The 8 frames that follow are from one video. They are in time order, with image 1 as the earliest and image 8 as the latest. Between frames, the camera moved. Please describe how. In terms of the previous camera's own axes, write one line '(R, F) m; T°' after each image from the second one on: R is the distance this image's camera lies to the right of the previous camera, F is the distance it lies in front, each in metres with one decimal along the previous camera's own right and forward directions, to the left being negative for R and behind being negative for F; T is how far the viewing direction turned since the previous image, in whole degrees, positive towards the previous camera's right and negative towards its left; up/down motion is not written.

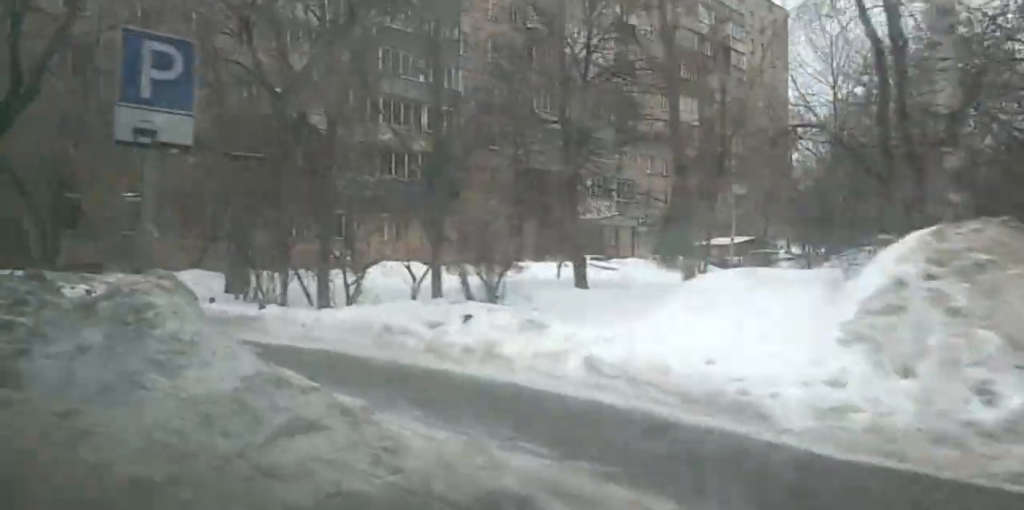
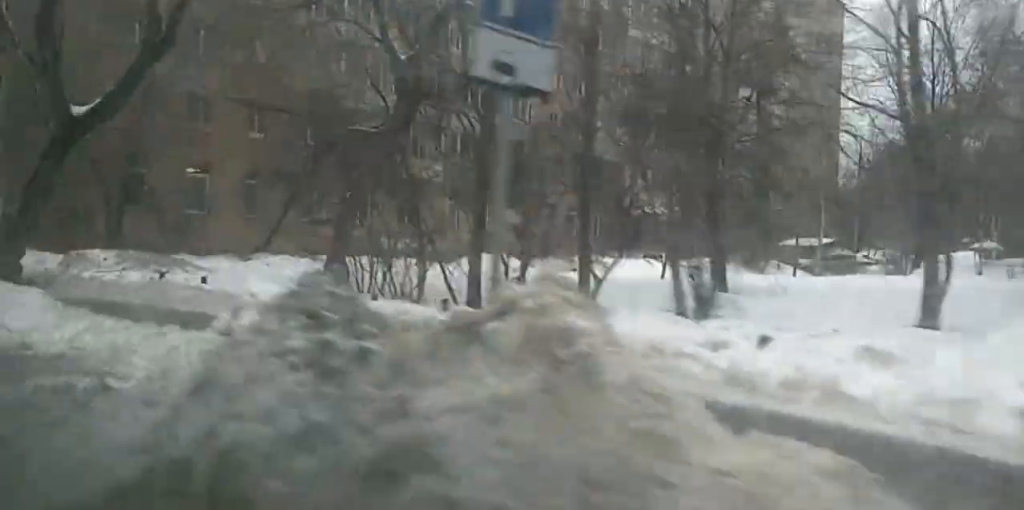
(0.0, +4.1) m; 0°
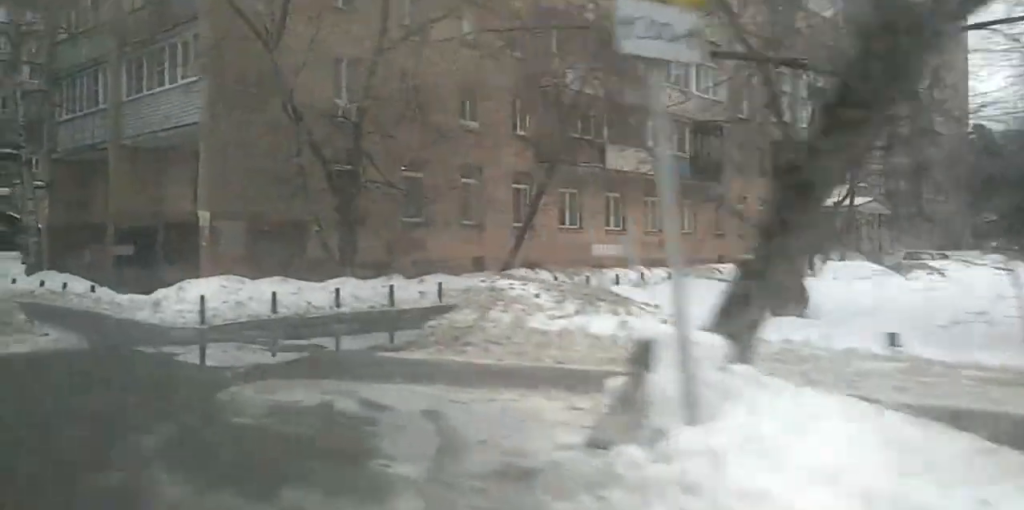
(0.0, +13.2) m; +1°
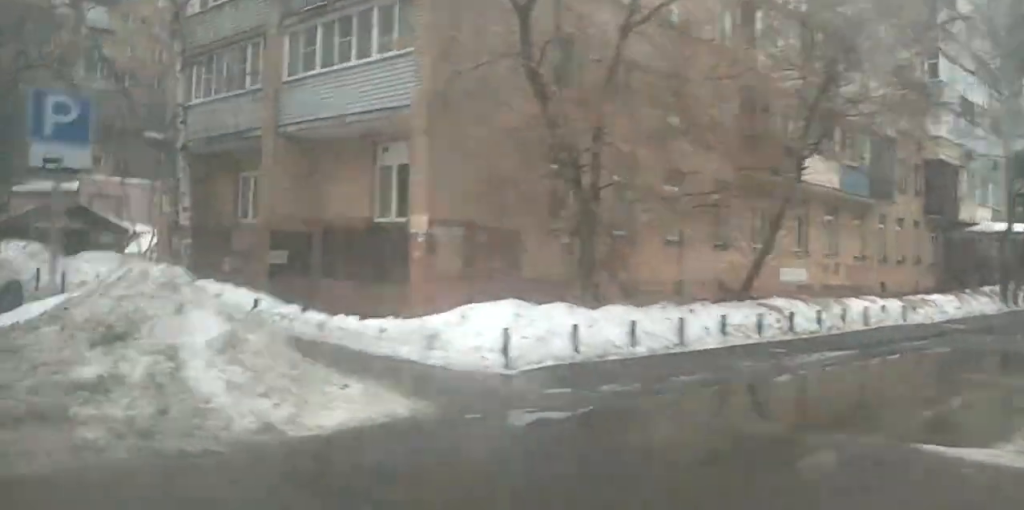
(+0.1, +7.3) m; +1°
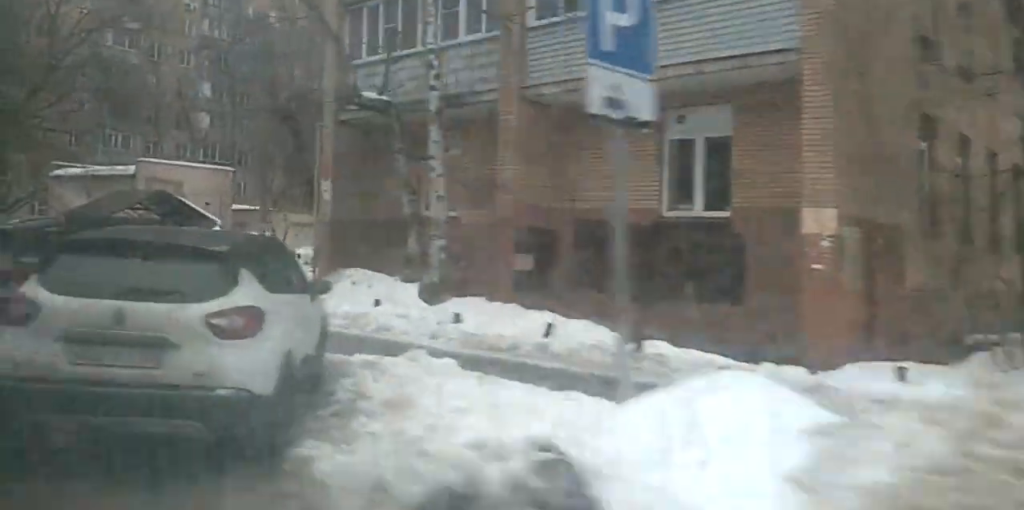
(+0.1, +7.9) m; +1°
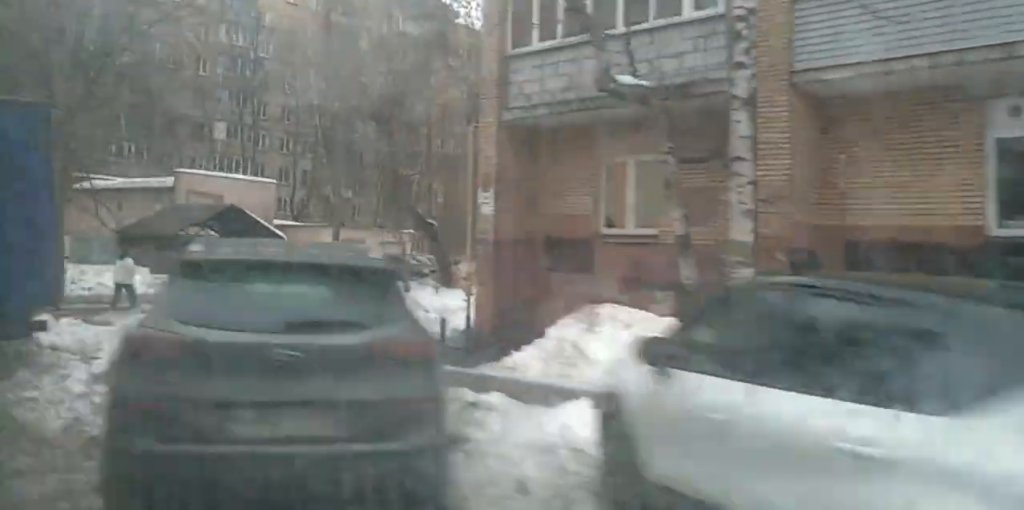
(0.0, +5.3) m; 0°
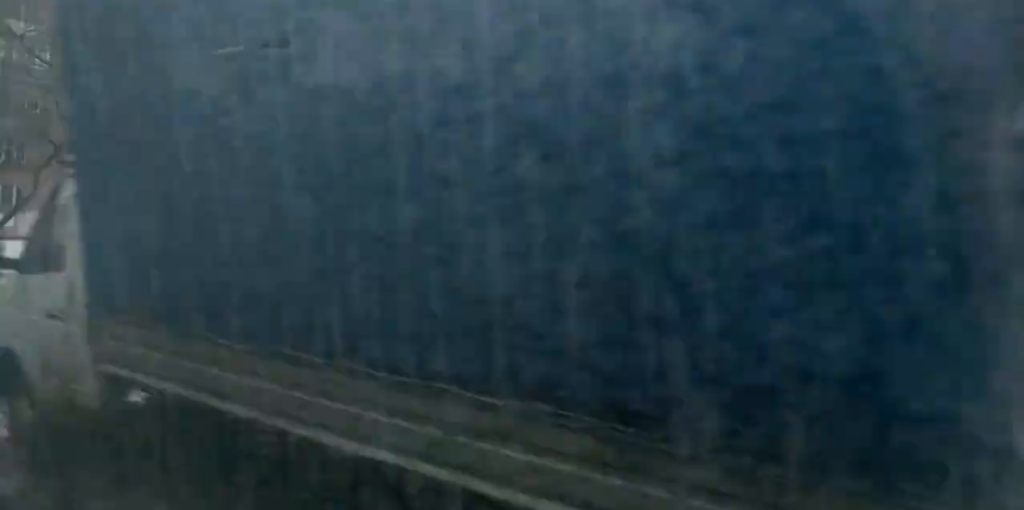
(+0.1, +7.8) m; +1°
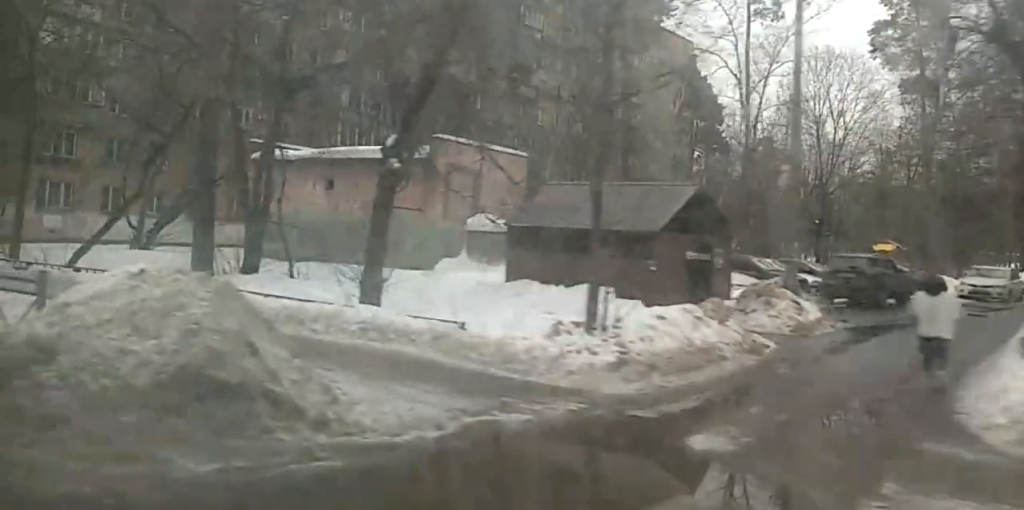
(+0.1, +7.1) m; +1°
